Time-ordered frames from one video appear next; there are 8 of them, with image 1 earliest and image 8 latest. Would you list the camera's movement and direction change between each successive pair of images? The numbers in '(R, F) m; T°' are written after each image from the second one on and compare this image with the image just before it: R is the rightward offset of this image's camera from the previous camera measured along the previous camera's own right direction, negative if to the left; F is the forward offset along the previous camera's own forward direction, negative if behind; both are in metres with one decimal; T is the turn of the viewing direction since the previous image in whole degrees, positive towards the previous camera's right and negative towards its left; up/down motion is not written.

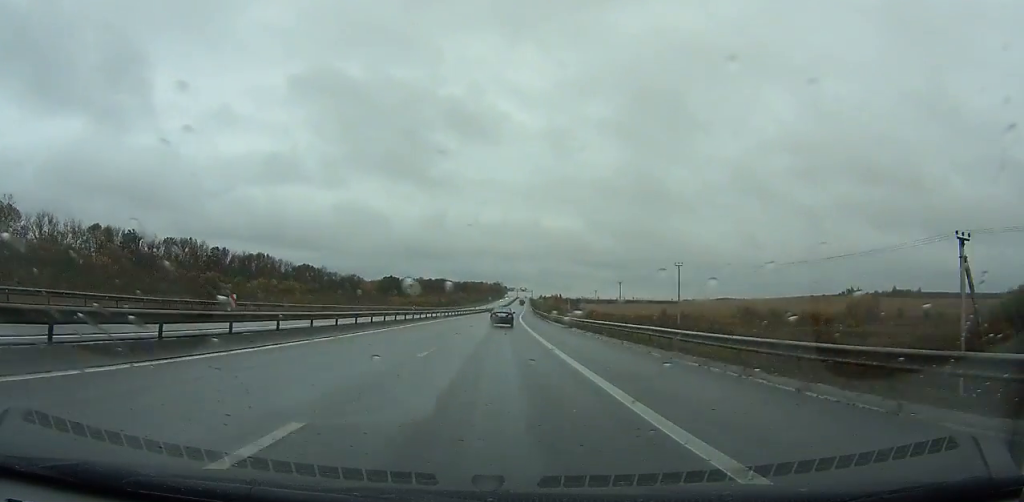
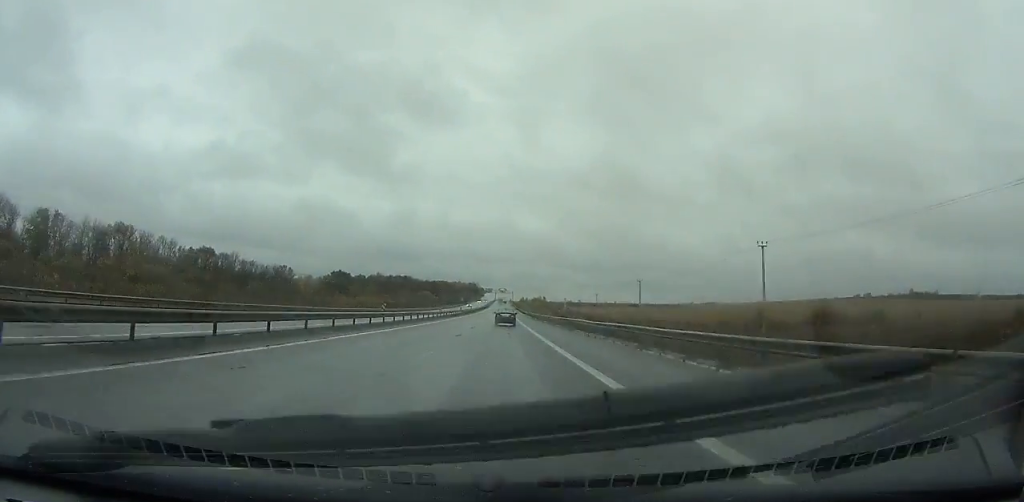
(+1.5, +85.5) m; +2°
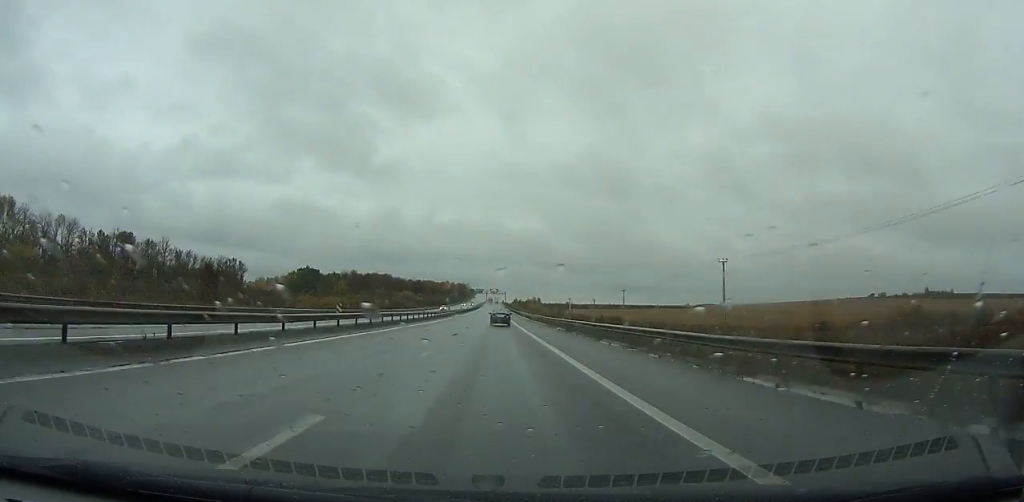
(+0.4, +44.8) m; +1°
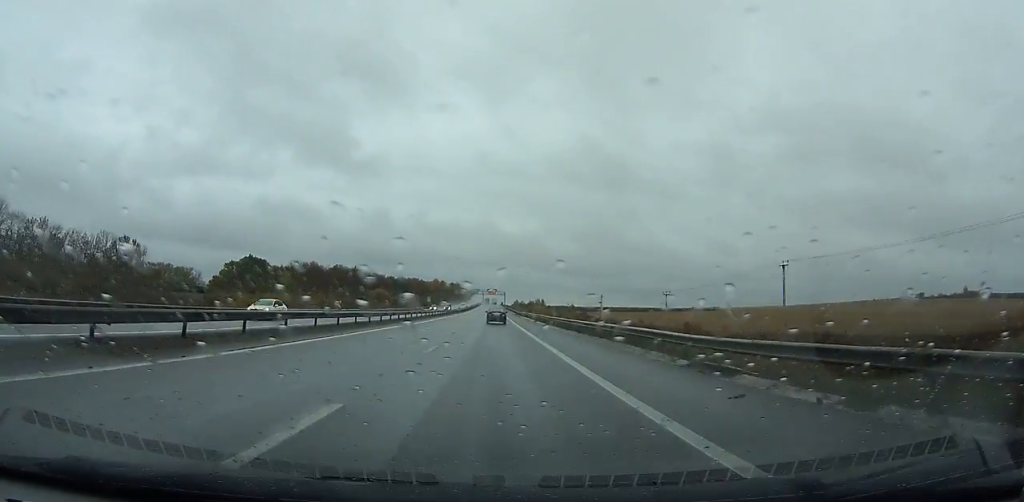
(+0.5, +70.4) m; 0°
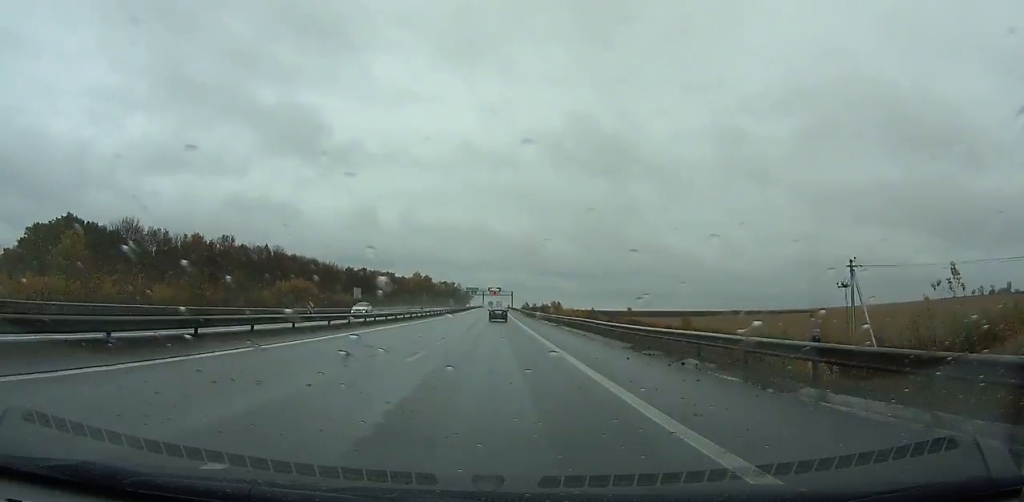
(-0.1, +110.6) m; 0°
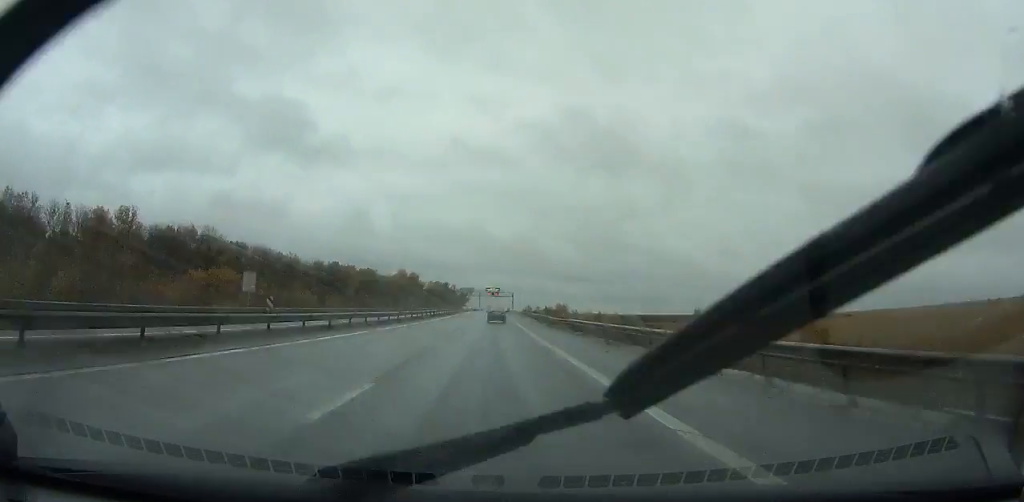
(0.0, +42.8) m; 0°
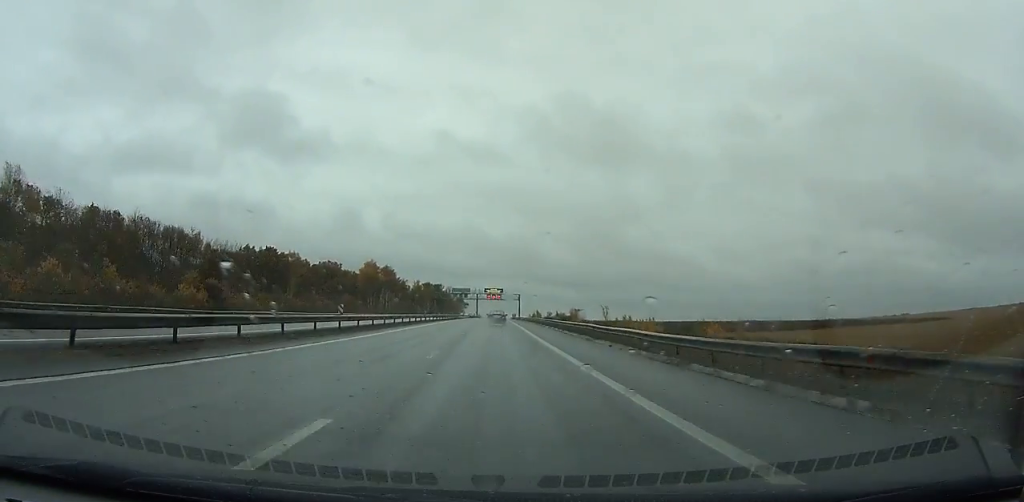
(0.0, +62.9) m; 0°
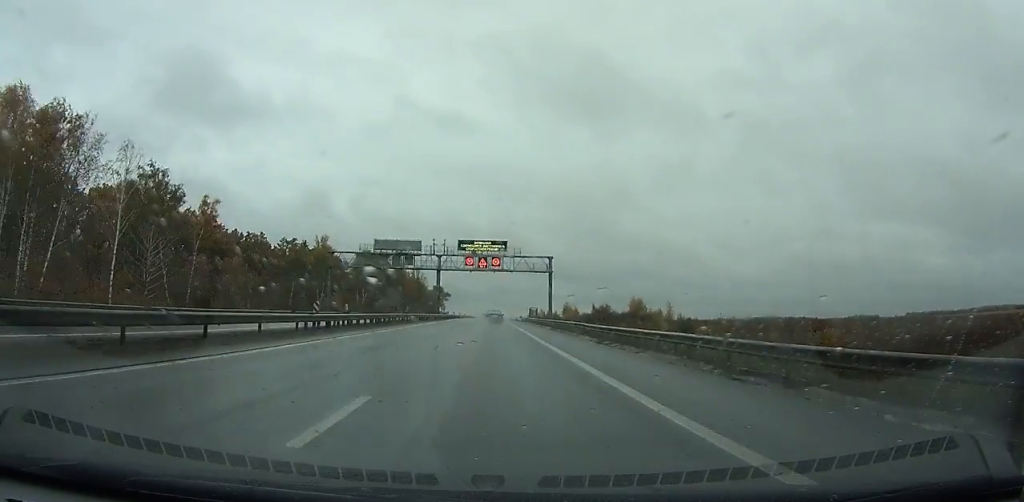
(+0.3, +143.3) m; 0°
